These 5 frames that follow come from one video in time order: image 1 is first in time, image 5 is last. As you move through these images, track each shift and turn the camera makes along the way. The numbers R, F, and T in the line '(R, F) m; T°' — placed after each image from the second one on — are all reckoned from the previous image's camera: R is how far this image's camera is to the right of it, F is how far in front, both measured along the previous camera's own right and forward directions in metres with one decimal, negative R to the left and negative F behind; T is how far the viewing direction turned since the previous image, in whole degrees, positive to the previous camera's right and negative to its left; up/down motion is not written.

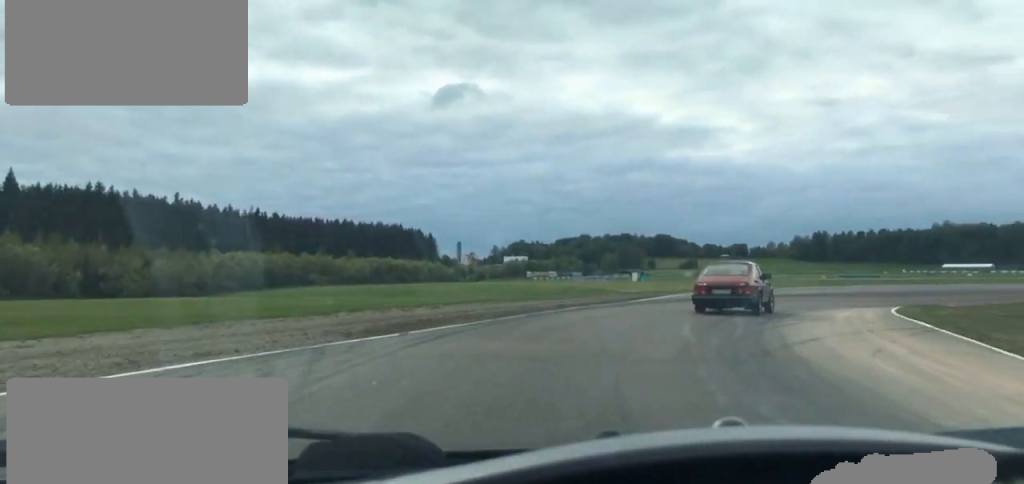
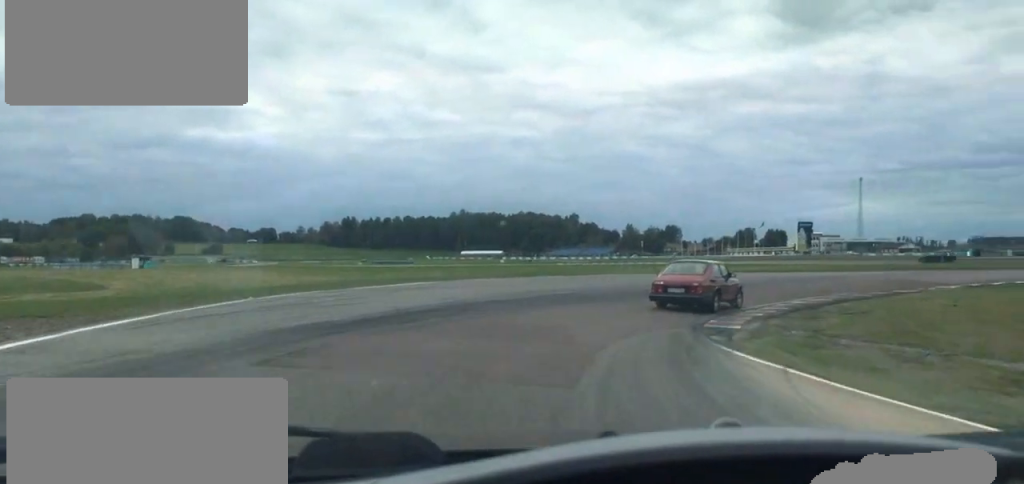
(+7.0, +29.1) m; +24°
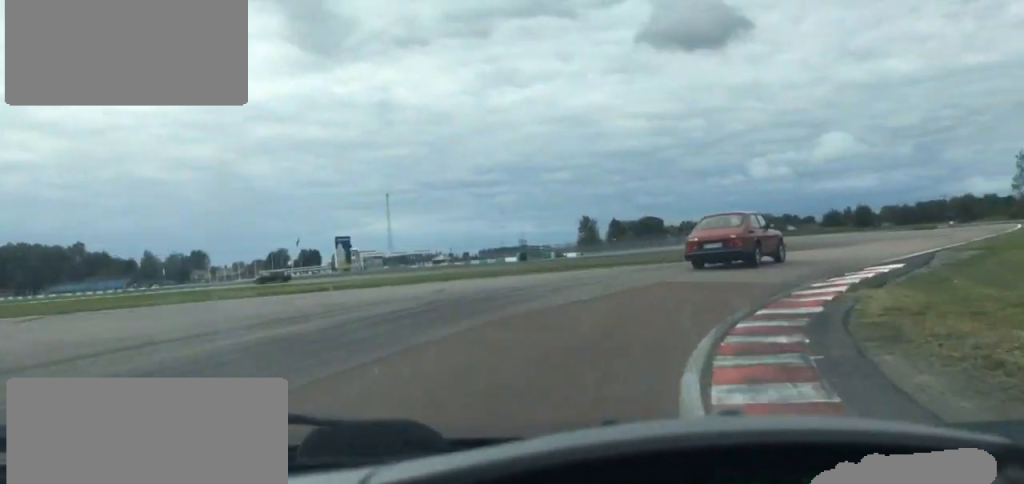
(+3.9, +26.9) m; +15°
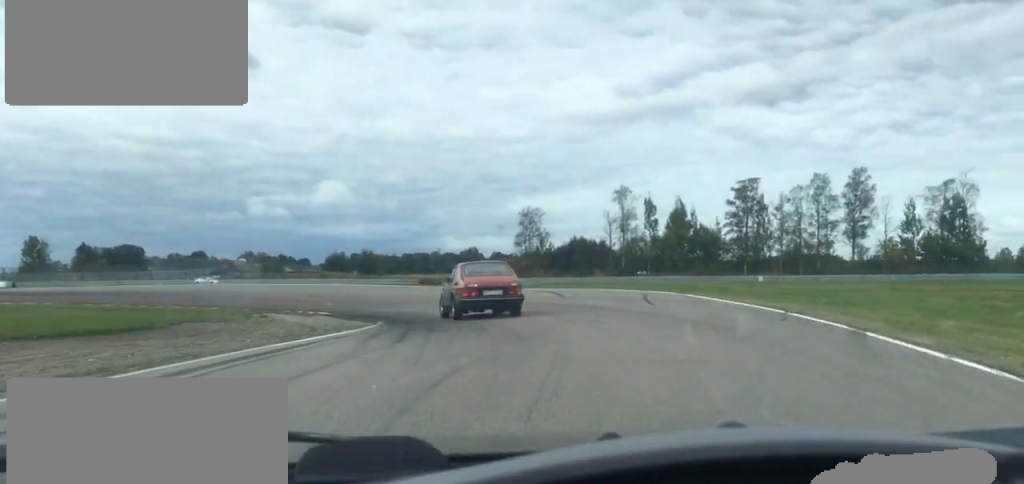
(+3.6, +26.9) m; +20°
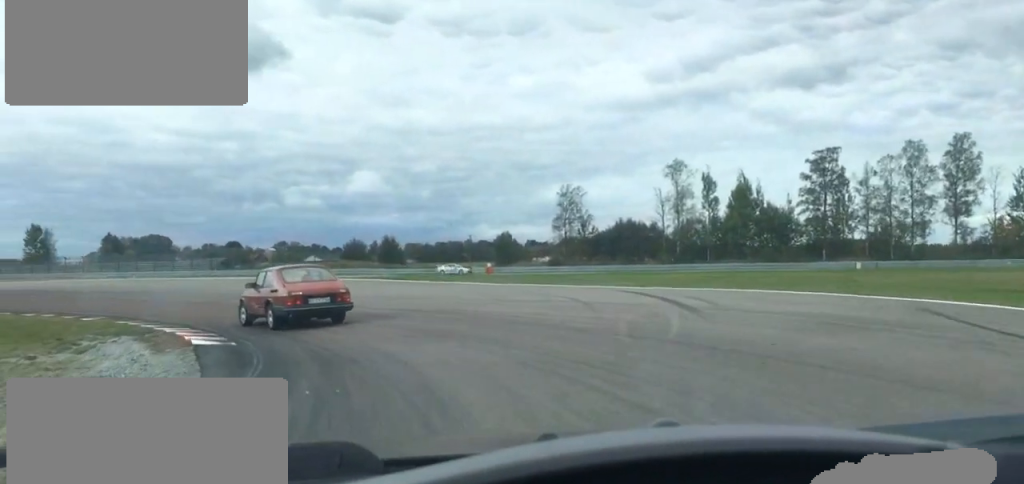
(+2.8, +17.6) m; +8°
